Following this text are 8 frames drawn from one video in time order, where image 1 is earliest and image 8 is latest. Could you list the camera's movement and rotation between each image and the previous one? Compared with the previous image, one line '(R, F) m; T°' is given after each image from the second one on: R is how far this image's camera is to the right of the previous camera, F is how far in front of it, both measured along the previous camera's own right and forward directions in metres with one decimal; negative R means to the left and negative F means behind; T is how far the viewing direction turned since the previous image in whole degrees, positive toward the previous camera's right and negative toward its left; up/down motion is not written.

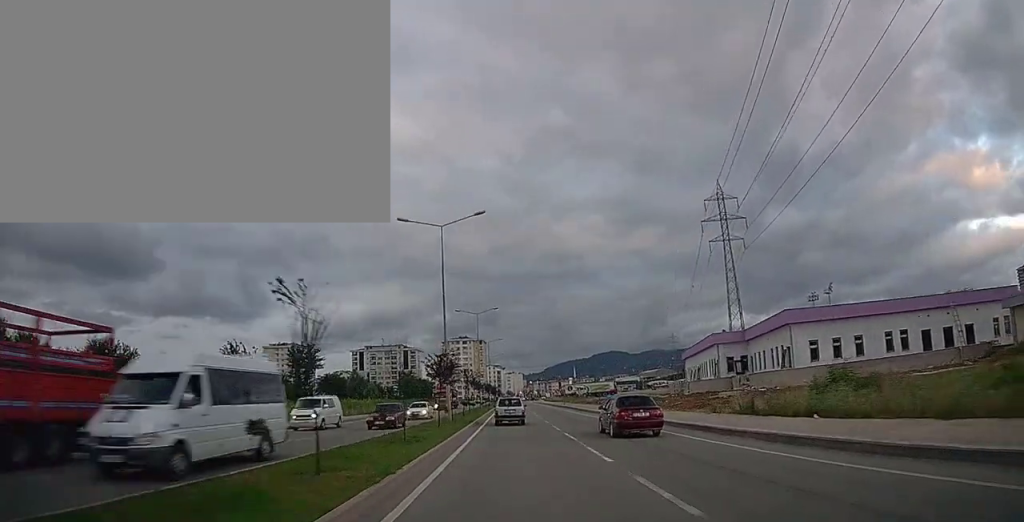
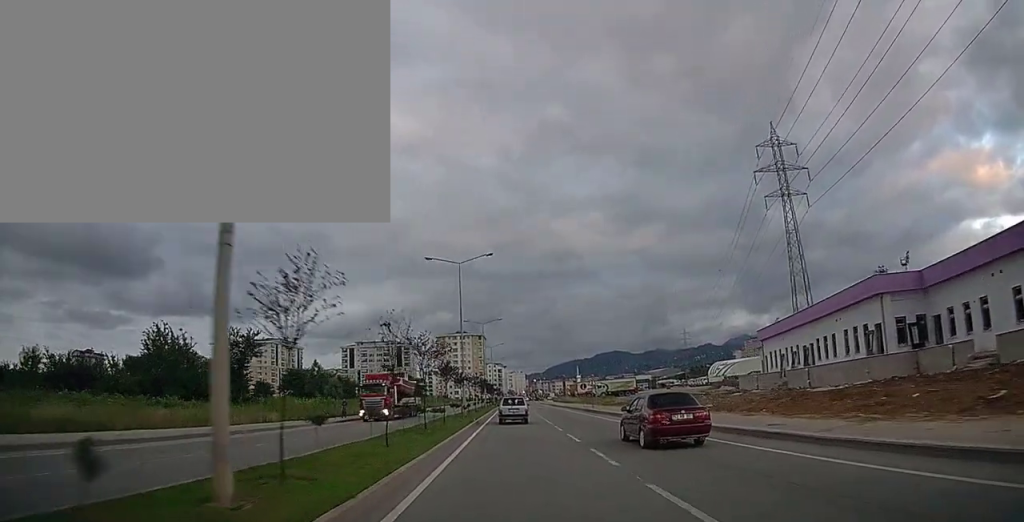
(-0.5, +25.9) m; -1°
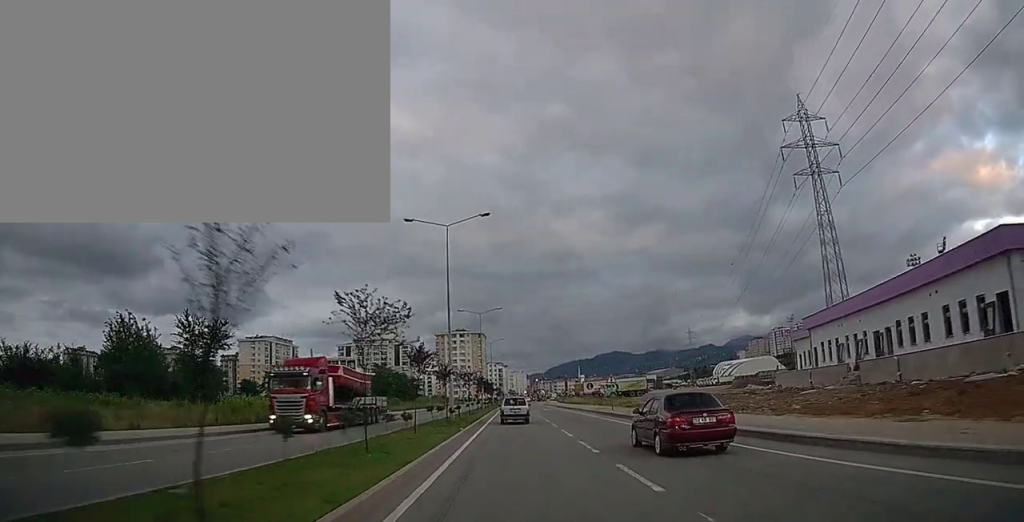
(+0.1, +9.5) m; 0°
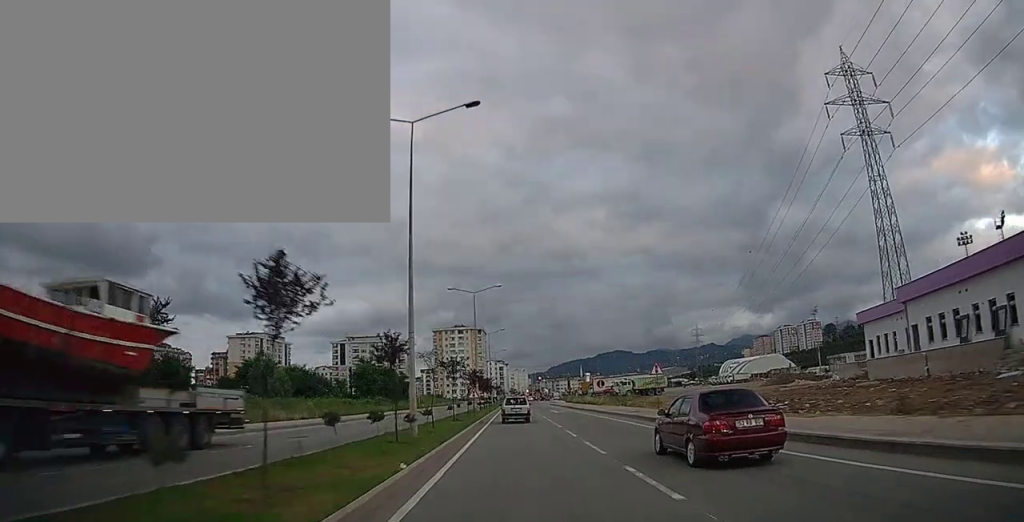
(-0.1, +13.0) m; 0°
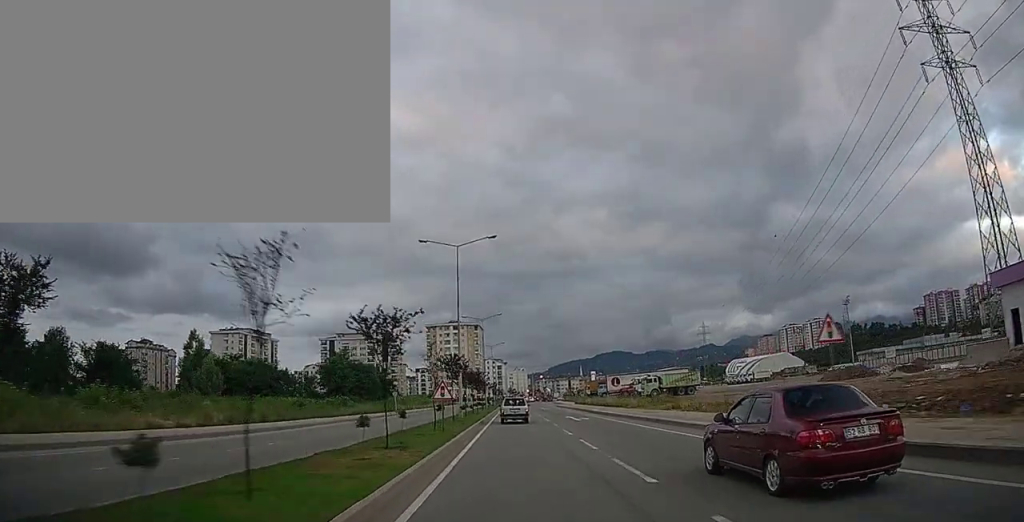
(+0.1, +16.9) m; +1°
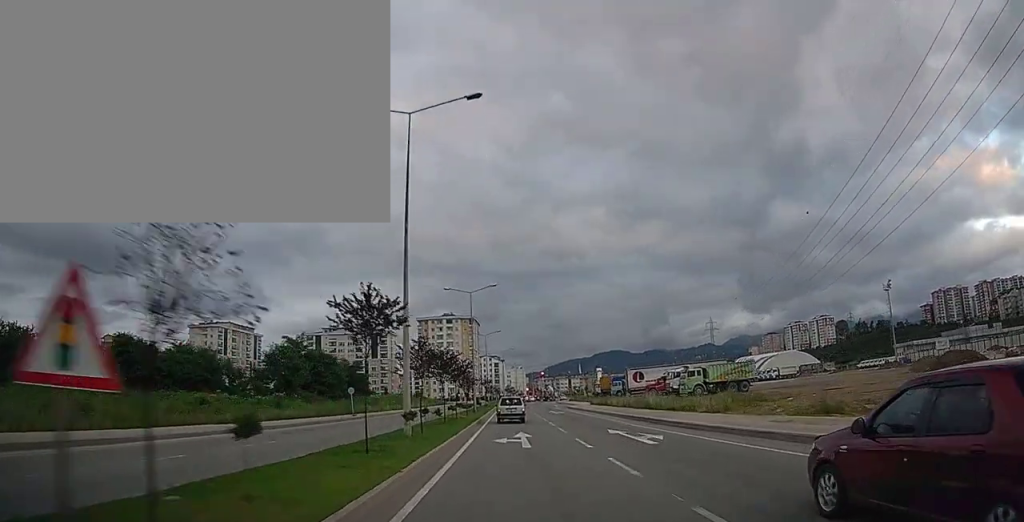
(+0.1, +18.2) m; 0°
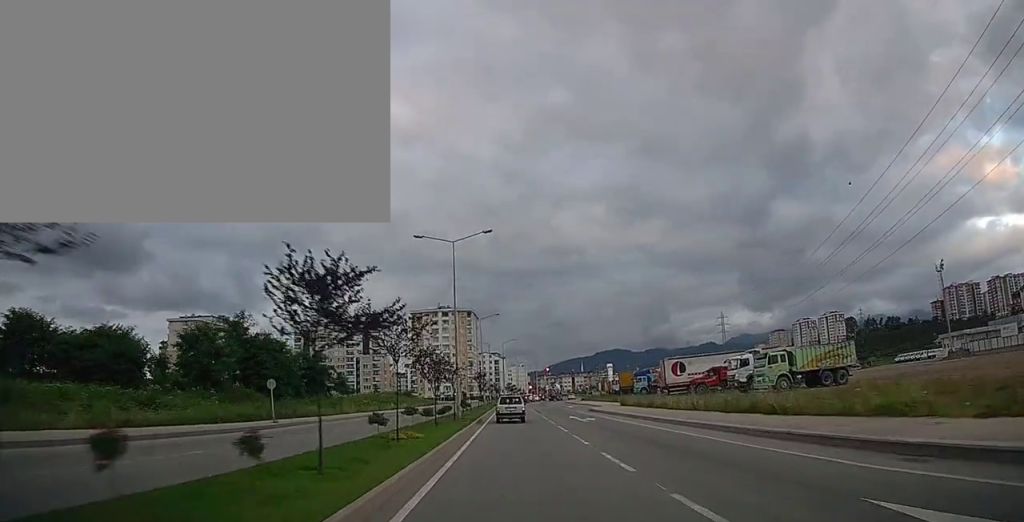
(-0.1, +17.8) m; 0°
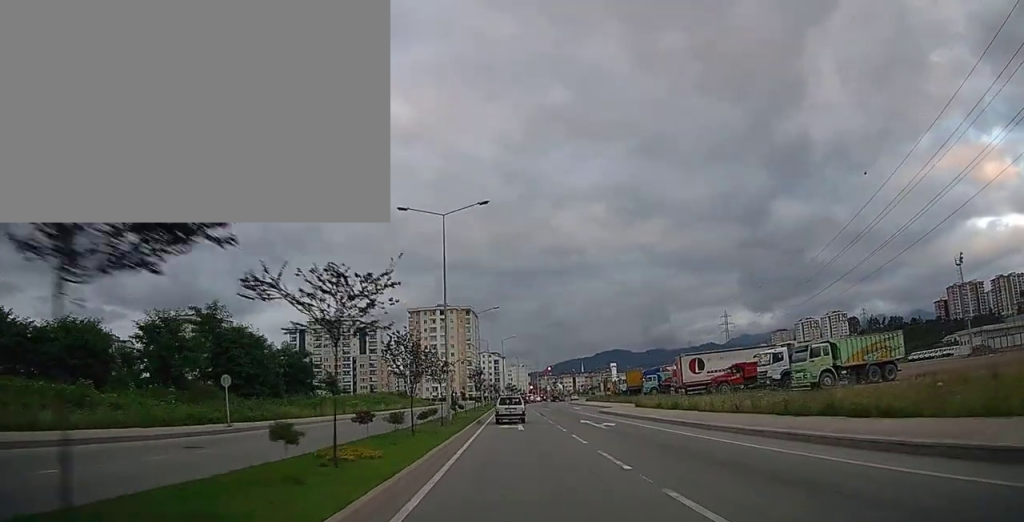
(+0.1, +5.7) m; 0°
